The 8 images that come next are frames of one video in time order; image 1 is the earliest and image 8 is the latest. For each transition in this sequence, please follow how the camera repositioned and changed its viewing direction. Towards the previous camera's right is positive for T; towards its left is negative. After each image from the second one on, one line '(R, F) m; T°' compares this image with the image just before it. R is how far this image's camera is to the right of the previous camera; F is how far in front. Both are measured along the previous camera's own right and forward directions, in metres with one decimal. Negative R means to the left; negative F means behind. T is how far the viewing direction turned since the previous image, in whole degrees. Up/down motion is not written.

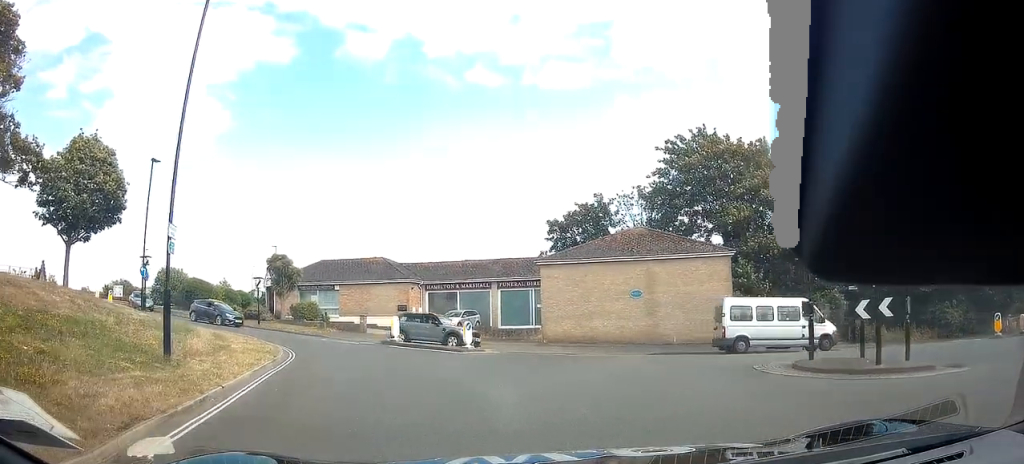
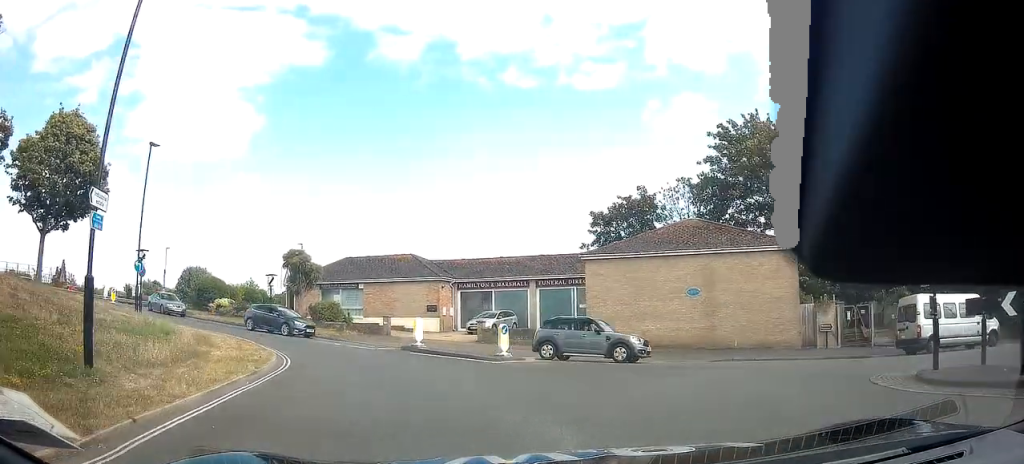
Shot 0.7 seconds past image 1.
(-0.1, +3.6) m; -2°
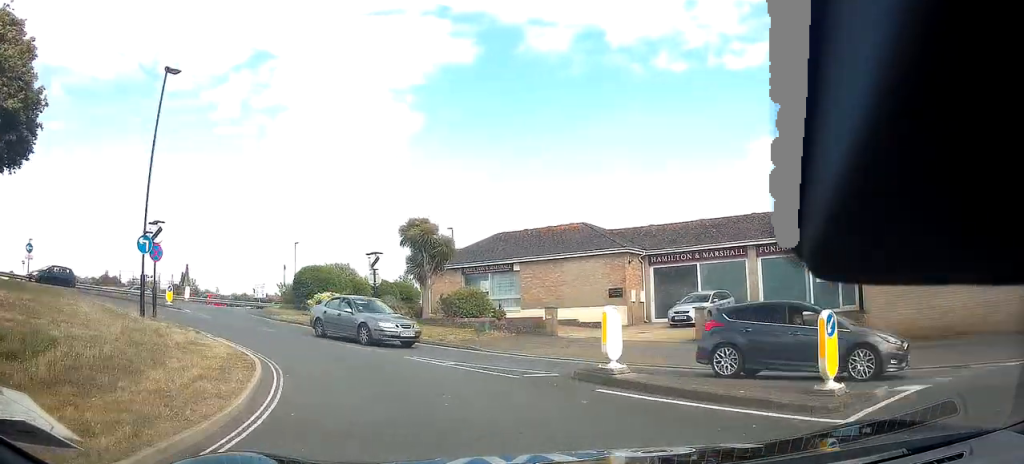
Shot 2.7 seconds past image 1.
(-0.2, +11.2) m; -10°
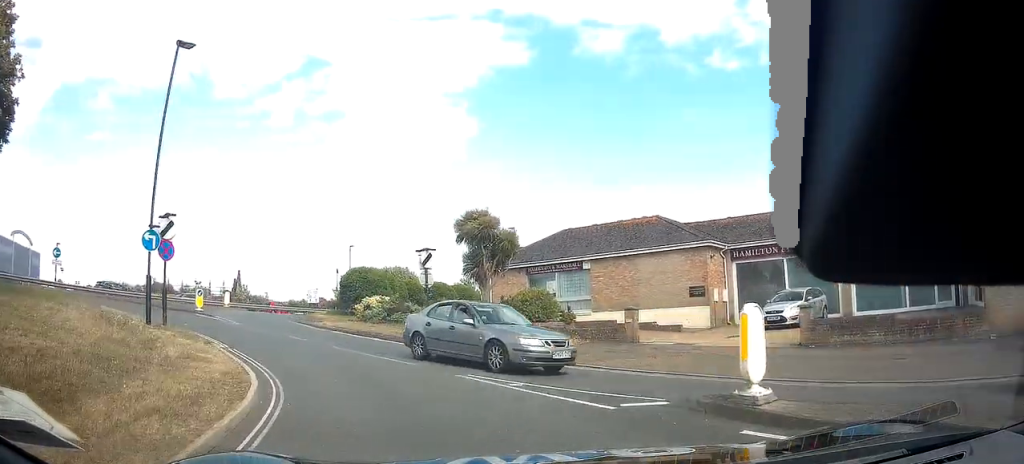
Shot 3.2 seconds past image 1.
(-0.3, +3.0) m; -9°
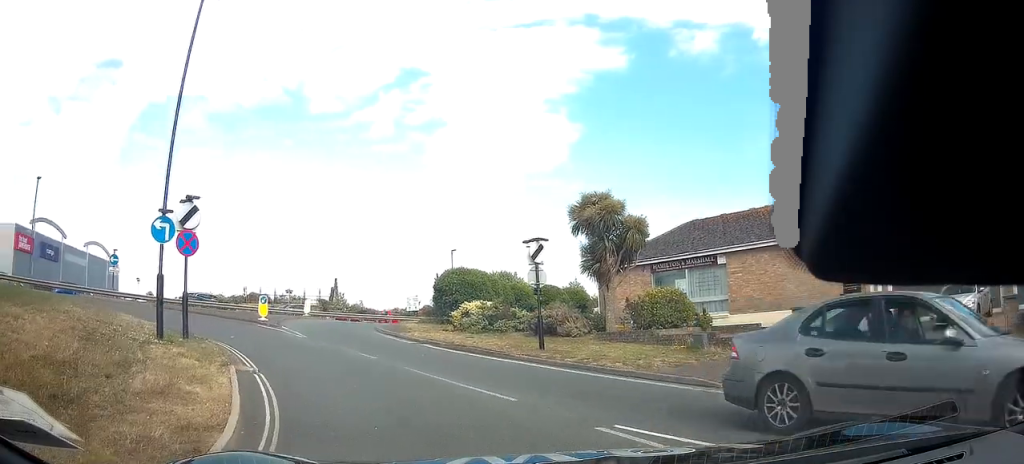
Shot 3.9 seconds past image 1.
(-0.5, +4.2) m; -12°
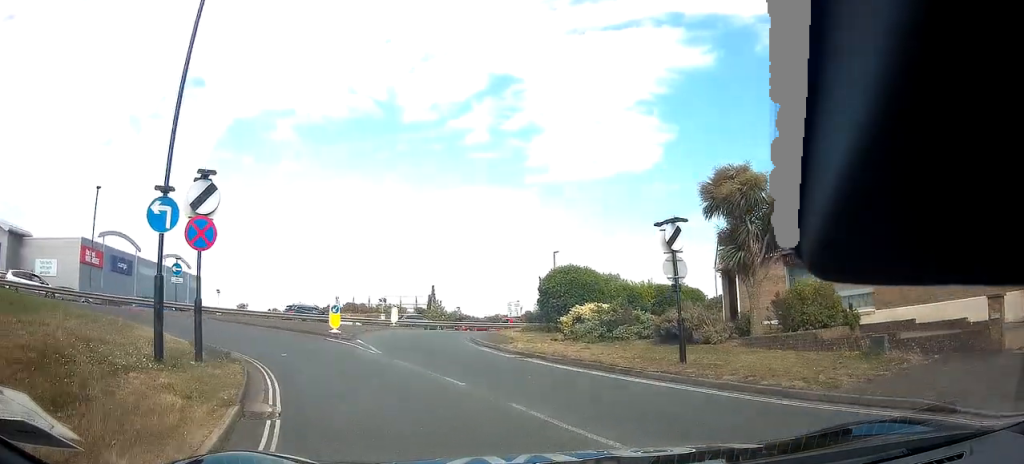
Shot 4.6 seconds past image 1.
(-0.3, +3.5) m; -10°
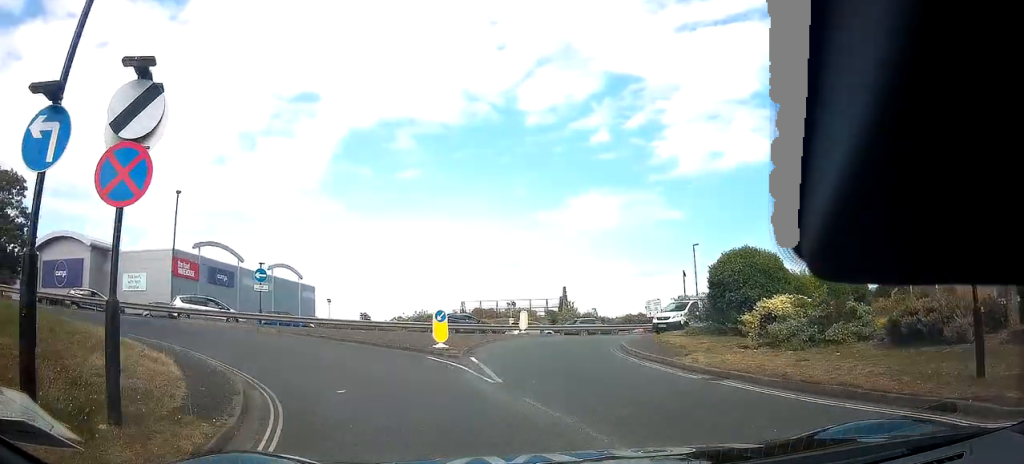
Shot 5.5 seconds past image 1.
(-0.4, +4.9) m; -7°
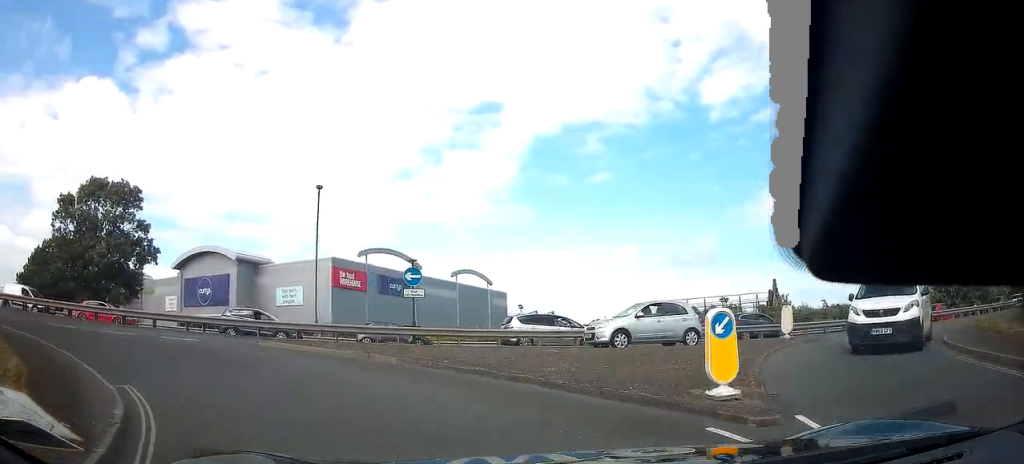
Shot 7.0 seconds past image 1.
(-0.4, +8.0) m; -12°
